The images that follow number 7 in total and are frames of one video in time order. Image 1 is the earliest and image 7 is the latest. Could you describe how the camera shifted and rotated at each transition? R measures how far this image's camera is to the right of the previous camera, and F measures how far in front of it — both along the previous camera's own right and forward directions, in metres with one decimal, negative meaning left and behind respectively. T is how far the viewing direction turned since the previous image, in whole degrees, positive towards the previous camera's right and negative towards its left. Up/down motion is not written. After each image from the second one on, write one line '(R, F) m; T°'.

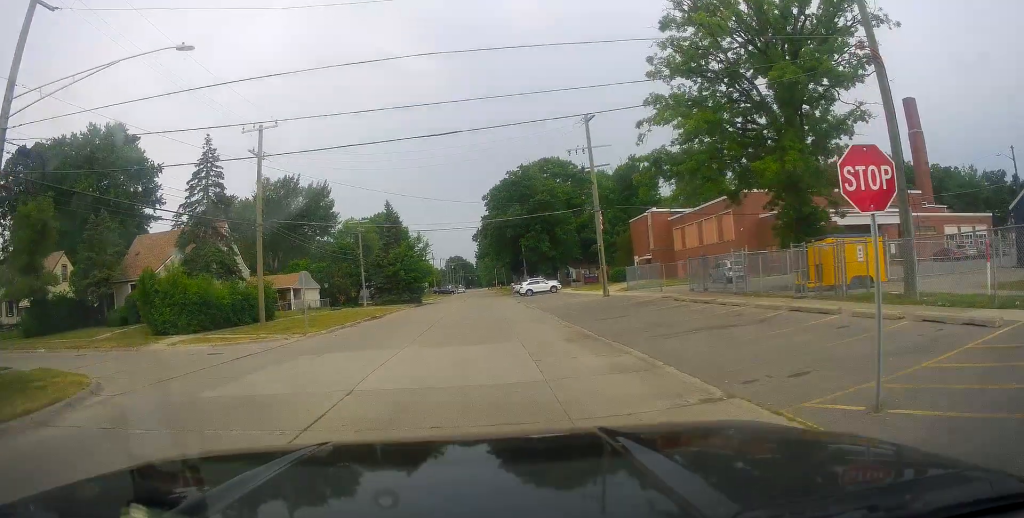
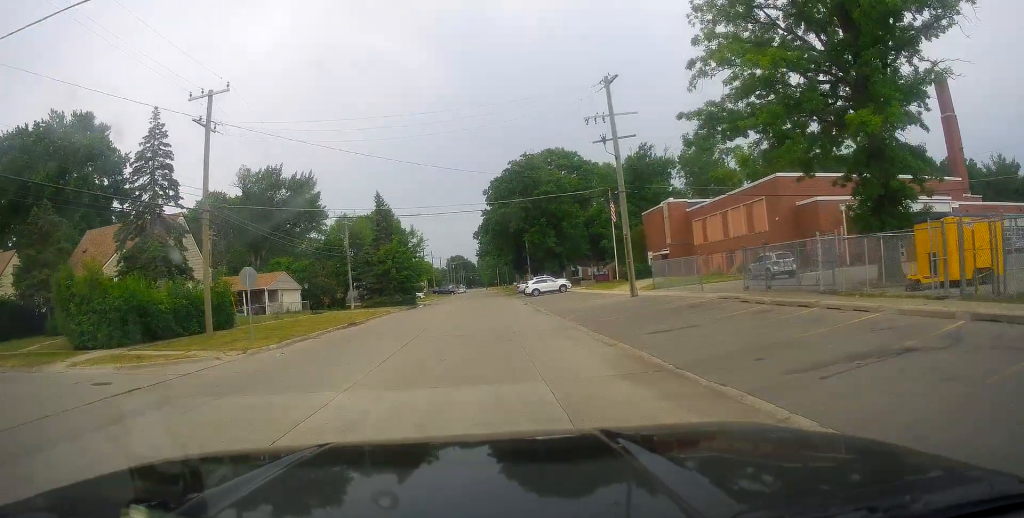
(-0.4, +8.9) m; -3°
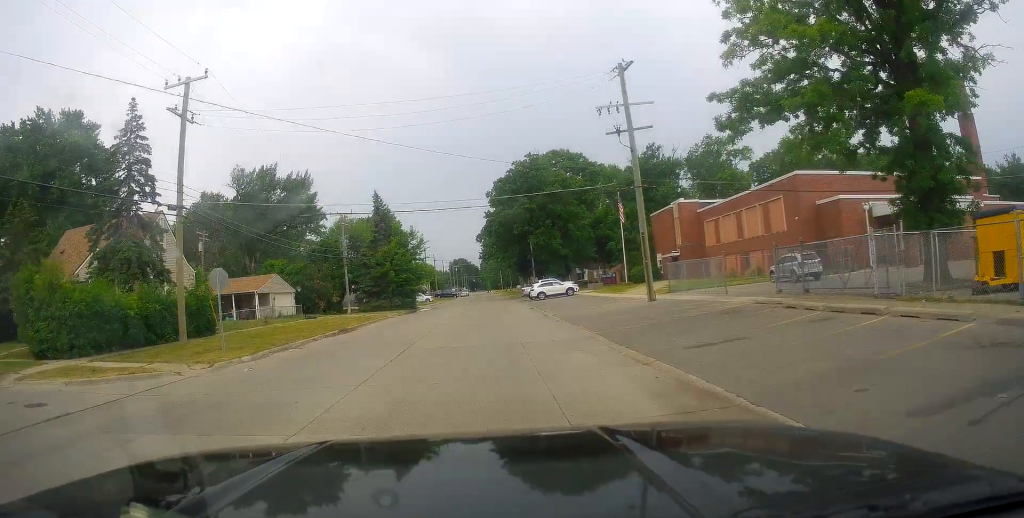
(0.0, +3.8) m; -1°
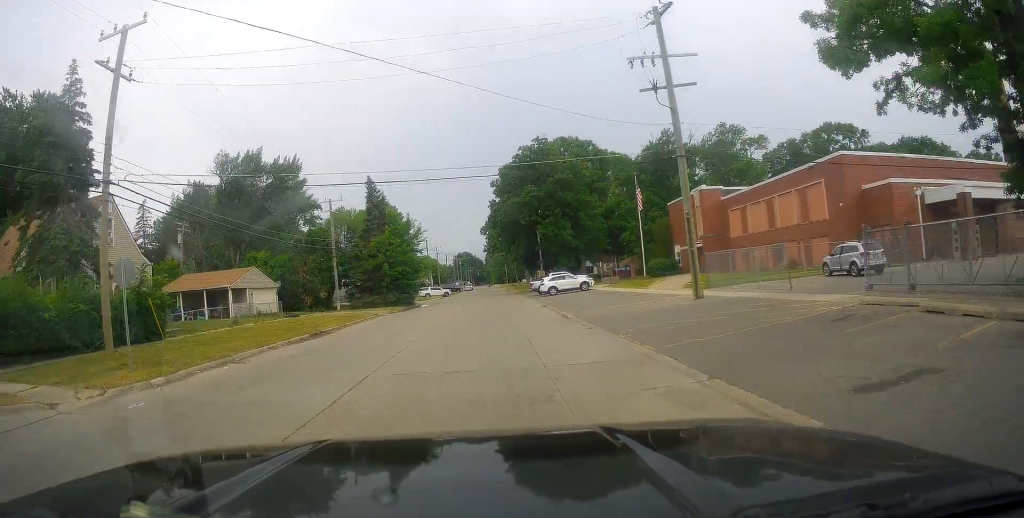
(0.0, +6.7) m; 0°
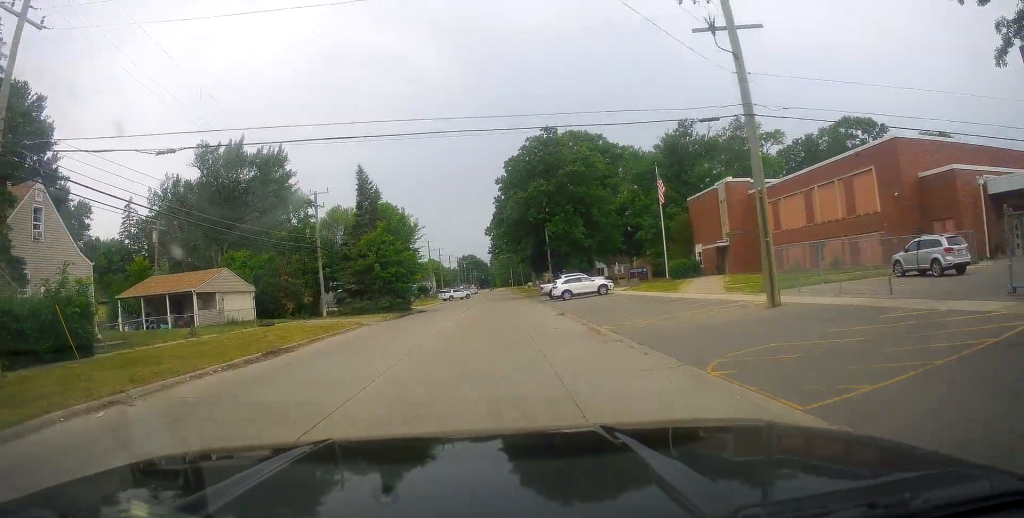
(0.0, +5.9) m; +1°
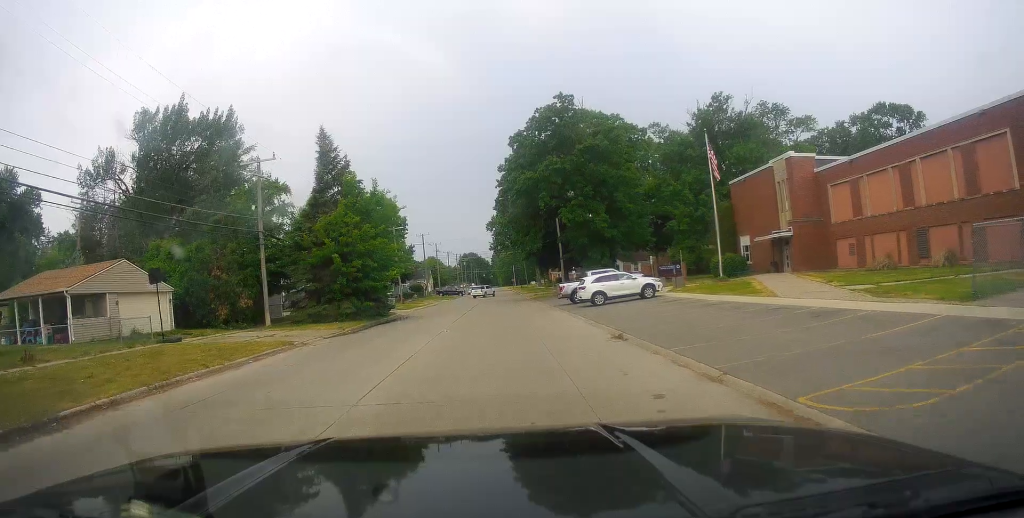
(+0.8, +11.3) m; +7°
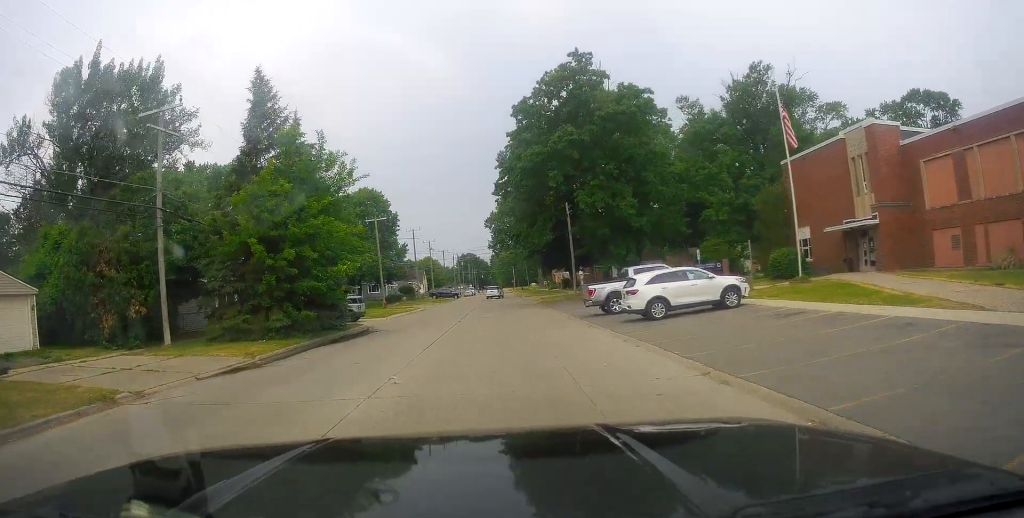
(+0.3, +11.1) m; +1°
